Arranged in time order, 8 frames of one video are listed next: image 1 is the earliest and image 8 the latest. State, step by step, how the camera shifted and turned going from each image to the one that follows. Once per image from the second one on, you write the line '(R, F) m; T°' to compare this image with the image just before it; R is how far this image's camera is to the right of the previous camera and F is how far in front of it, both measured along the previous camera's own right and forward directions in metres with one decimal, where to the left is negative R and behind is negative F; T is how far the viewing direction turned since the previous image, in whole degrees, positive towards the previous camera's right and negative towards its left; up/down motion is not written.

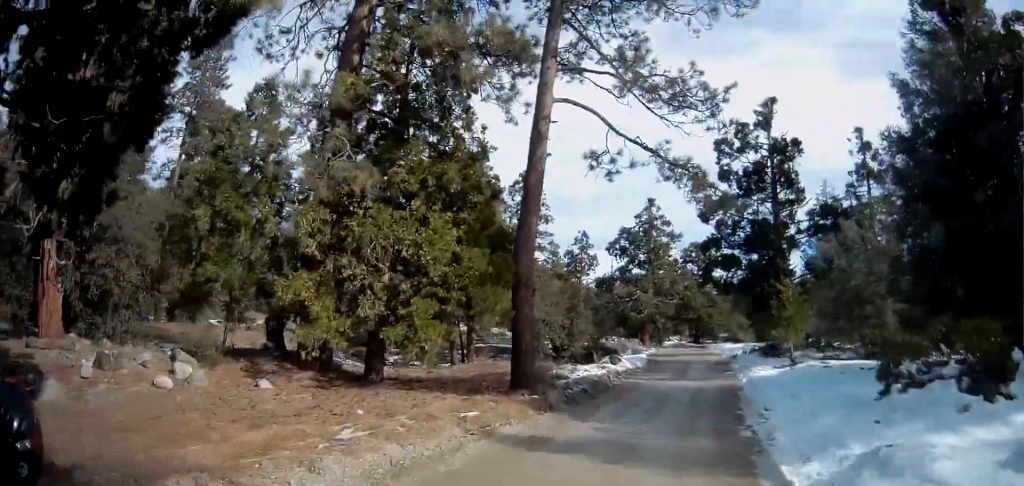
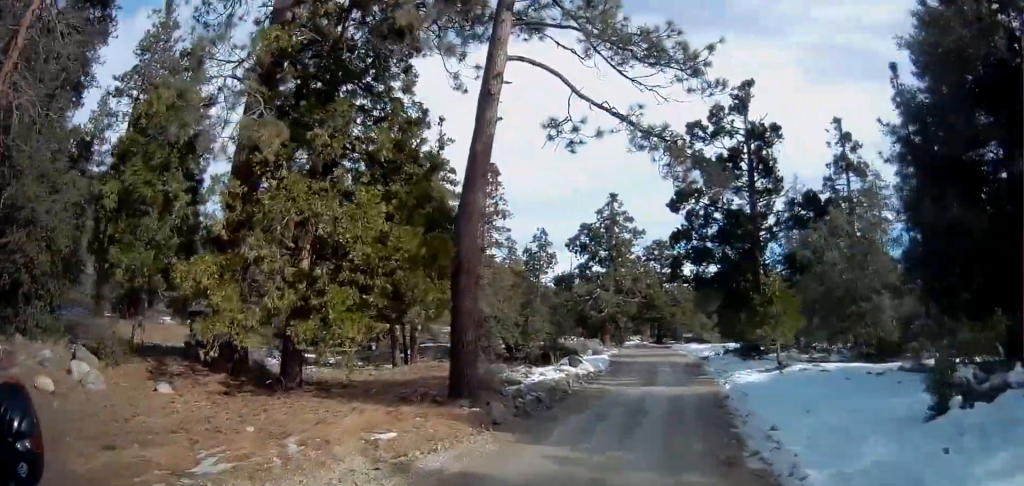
(+0.1, +3.0) m; +3°
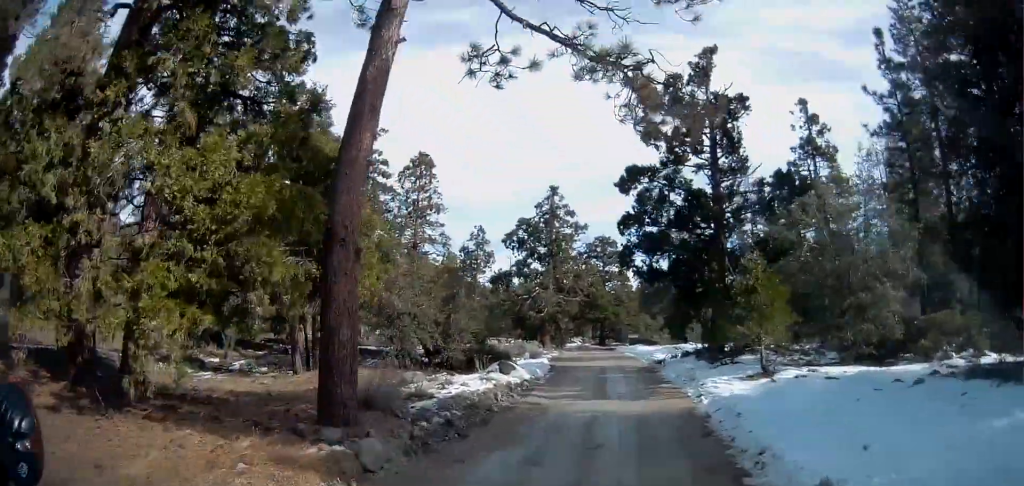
(+0.1, +4.3) m; +5°
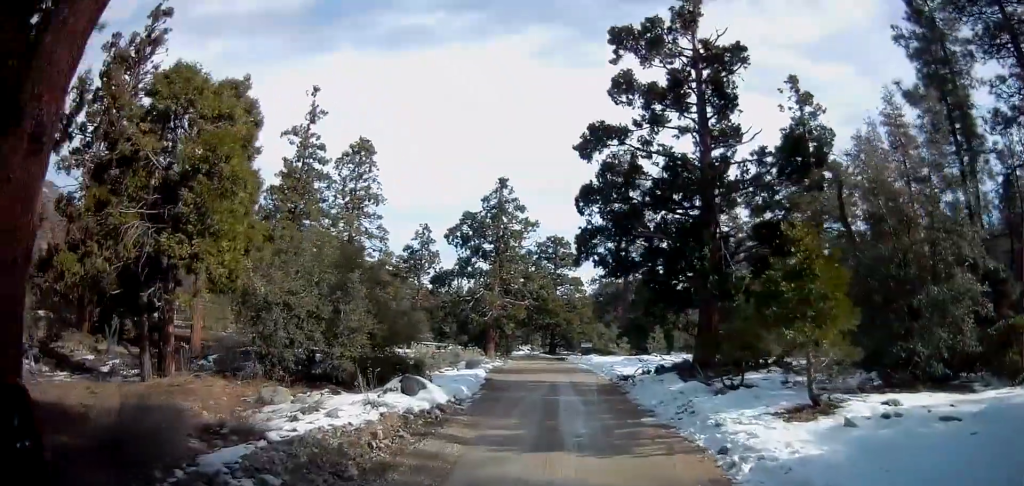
(+0.6, +6.4) m; +4°
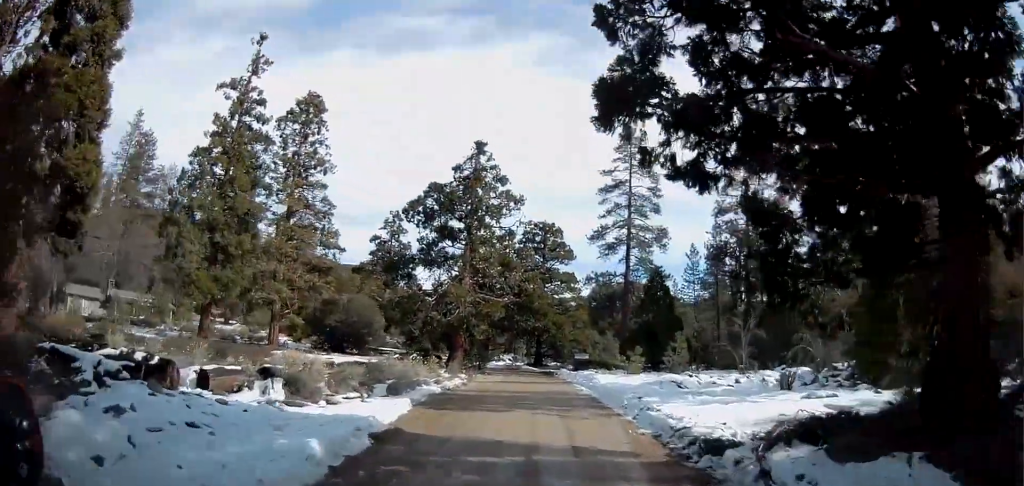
(+0.7, +14.1) m; +7°
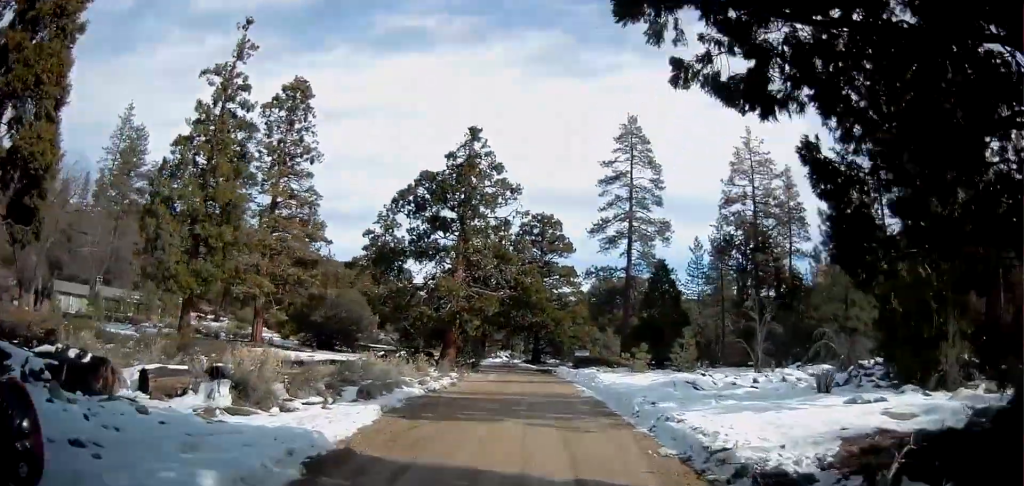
(0.0, +2.9) m; 0°
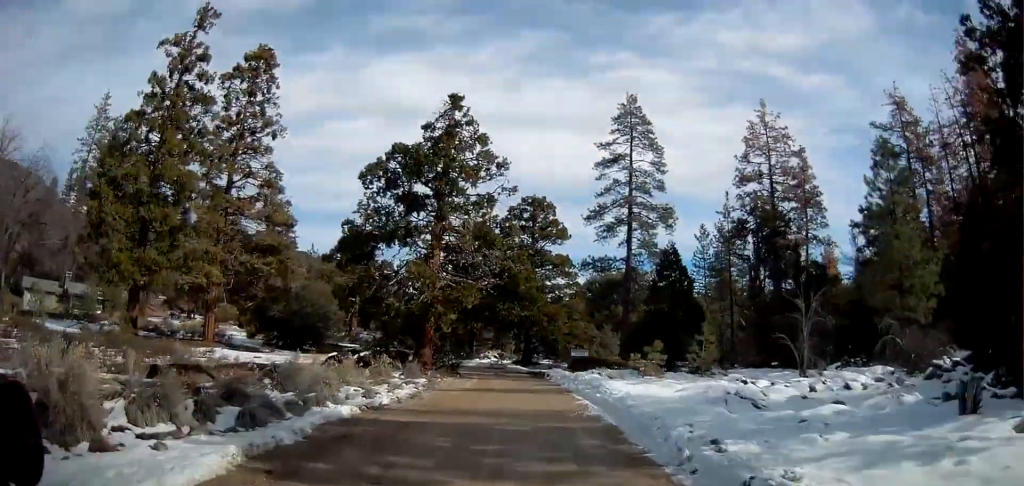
(-0.1, +6.4) m; -3°
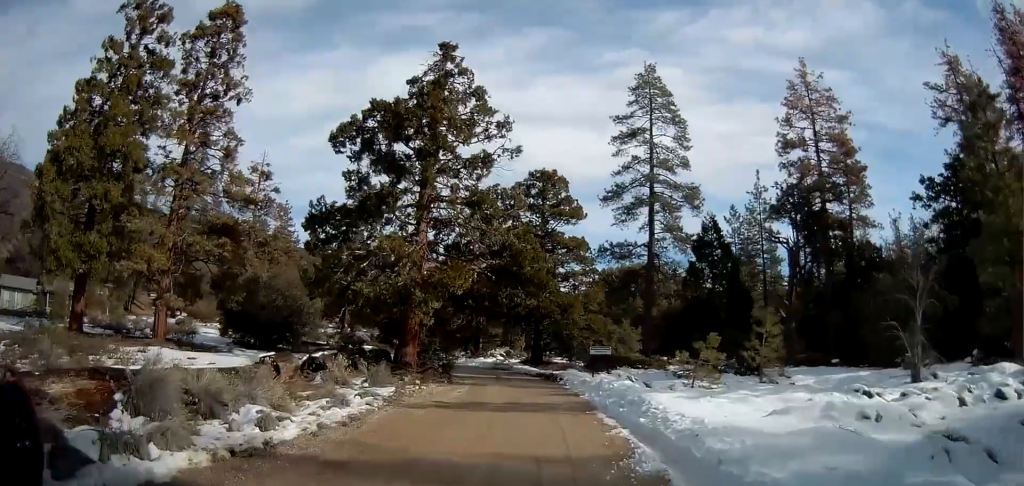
(-0.4, +7.4) m; -5°
